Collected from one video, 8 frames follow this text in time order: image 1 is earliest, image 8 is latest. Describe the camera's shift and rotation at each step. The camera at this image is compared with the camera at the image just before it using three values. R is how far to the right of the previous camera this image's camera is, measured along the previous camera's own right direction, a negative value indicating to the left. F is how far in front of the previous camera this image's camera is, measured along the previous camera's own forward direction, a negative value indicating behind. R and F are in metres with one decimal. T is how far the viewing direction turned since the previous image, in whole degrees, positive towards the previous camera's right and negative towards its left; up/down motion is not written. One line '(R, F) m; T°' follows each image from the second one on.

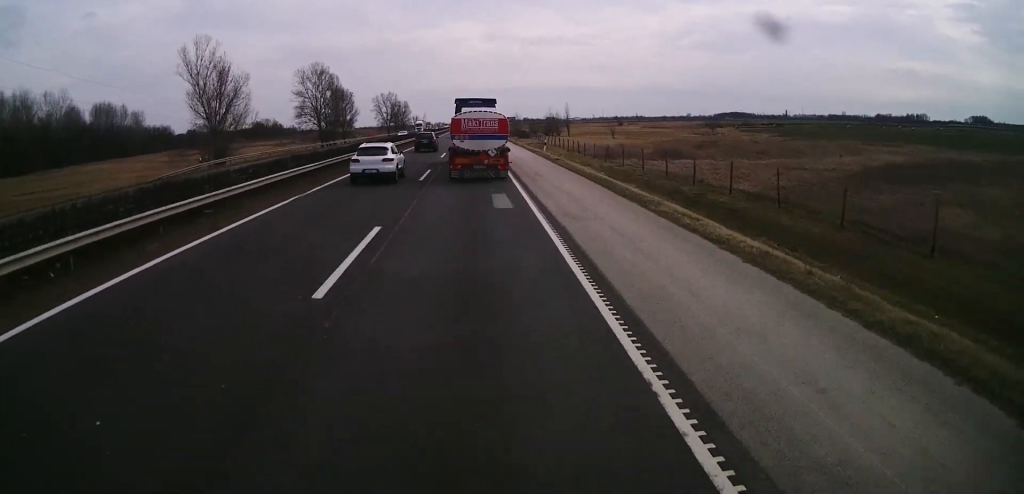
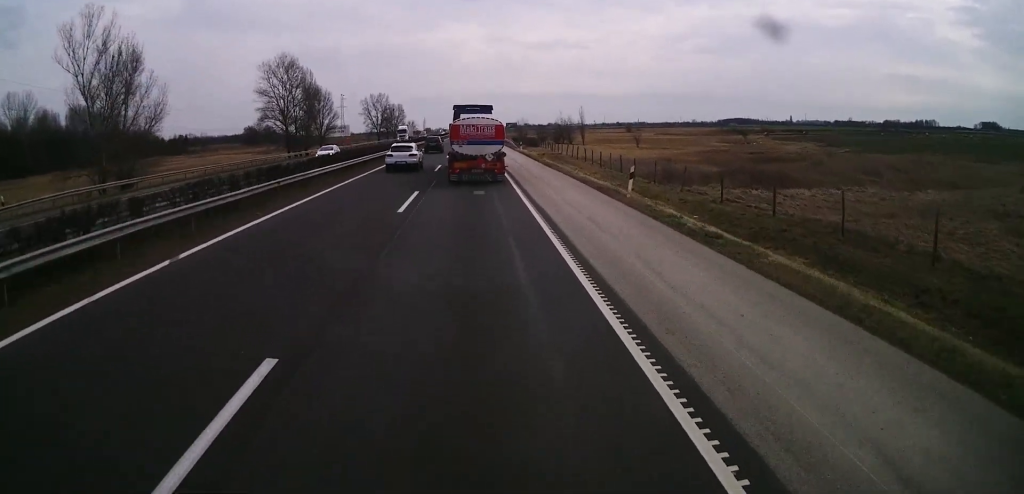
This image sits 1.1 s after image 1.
(+0.6, +25.9) m; +1°
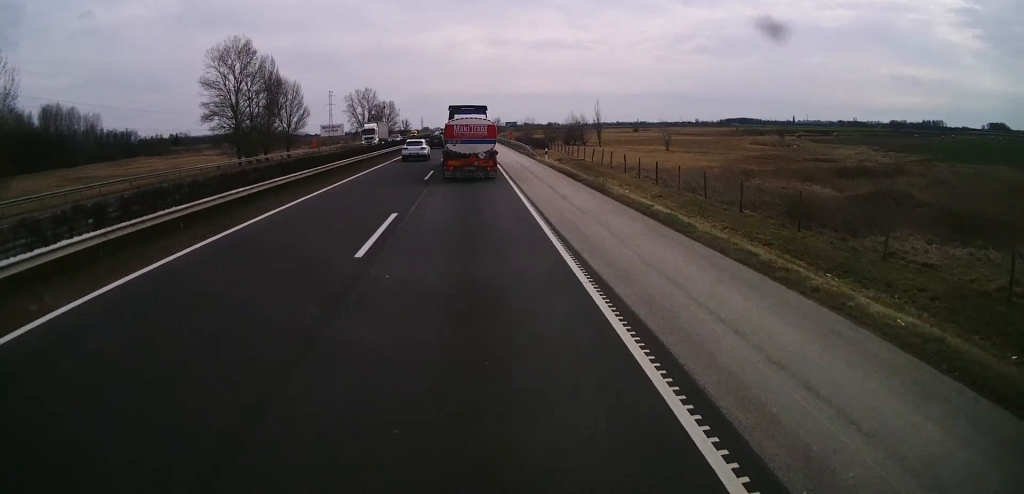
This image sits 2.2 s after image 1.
(-0.3, +24.3) m; -1°
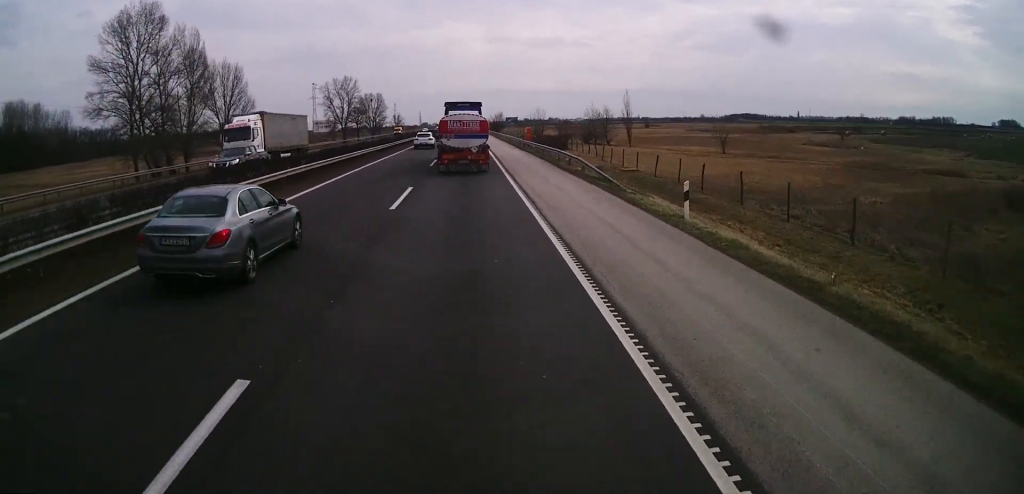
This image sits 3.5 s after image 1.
(0.0, +29.3) m; 0°
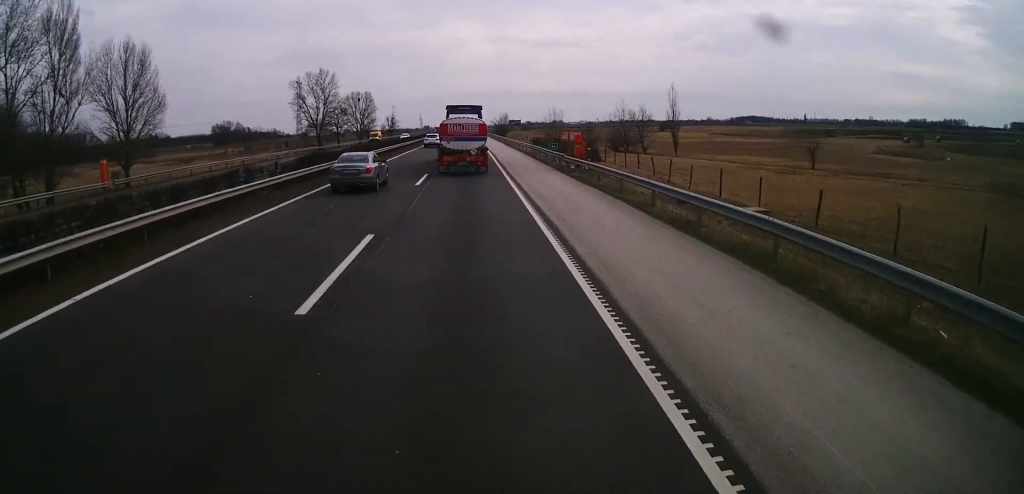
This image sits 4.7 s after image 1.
(0.0, +26.4) m; 0°
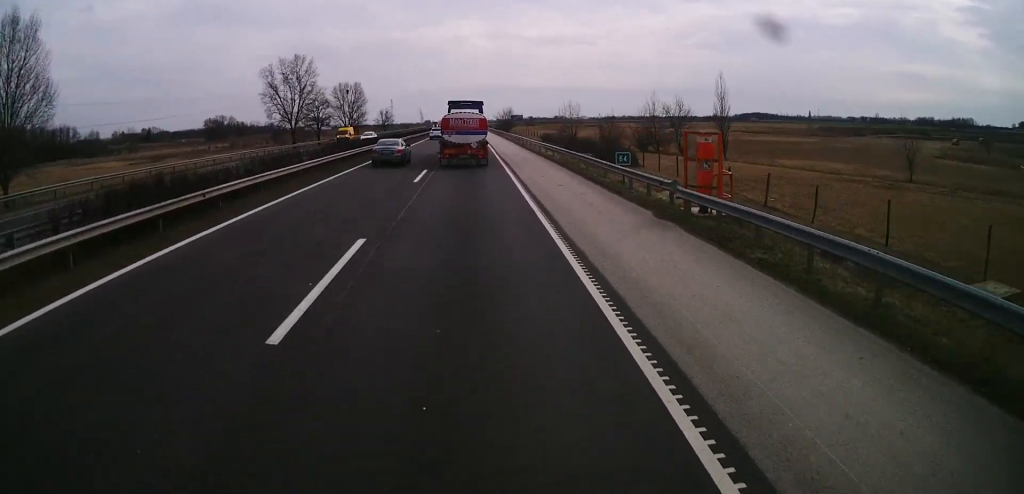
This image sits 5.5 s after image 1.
(0.0, +17.8) m; 0°
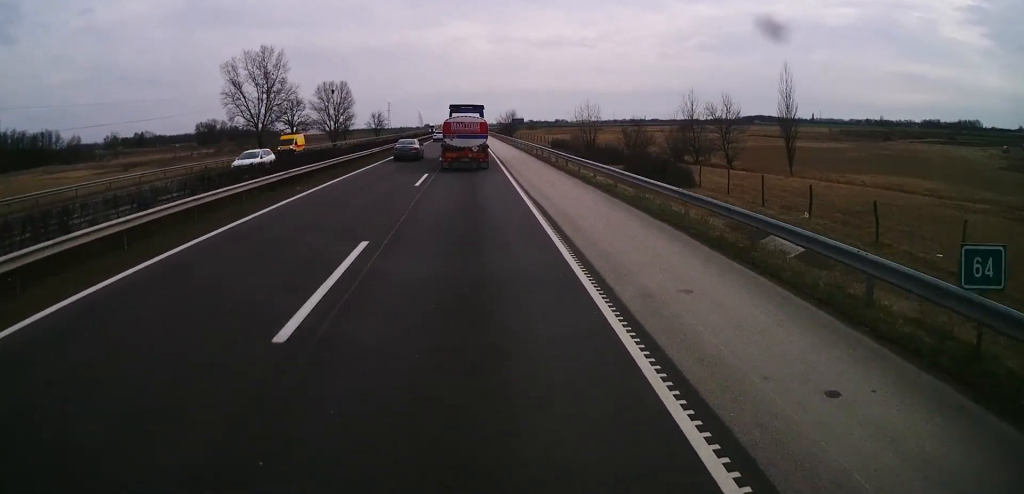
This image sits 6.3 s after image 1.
(0.0, +15.8) m; 0°
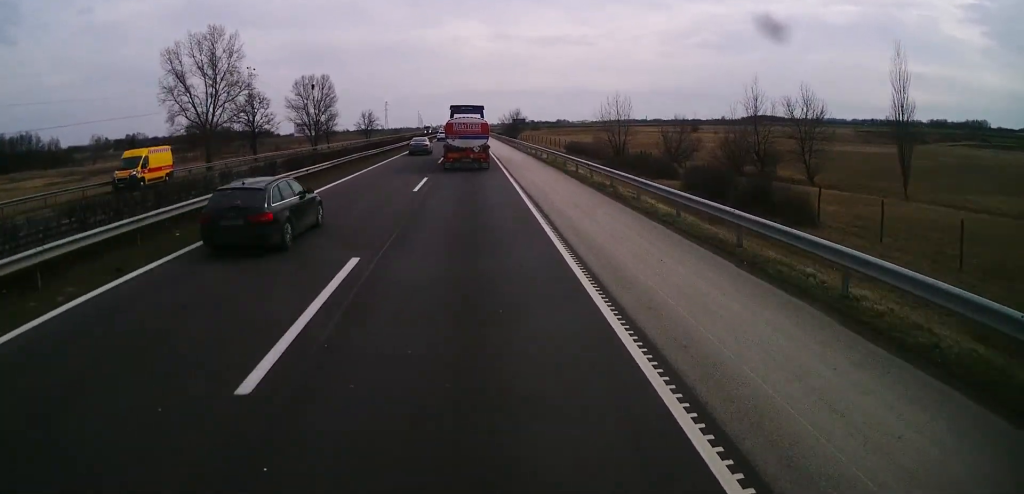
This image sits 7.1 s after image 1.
(0.0, +16.5) m; 0°
